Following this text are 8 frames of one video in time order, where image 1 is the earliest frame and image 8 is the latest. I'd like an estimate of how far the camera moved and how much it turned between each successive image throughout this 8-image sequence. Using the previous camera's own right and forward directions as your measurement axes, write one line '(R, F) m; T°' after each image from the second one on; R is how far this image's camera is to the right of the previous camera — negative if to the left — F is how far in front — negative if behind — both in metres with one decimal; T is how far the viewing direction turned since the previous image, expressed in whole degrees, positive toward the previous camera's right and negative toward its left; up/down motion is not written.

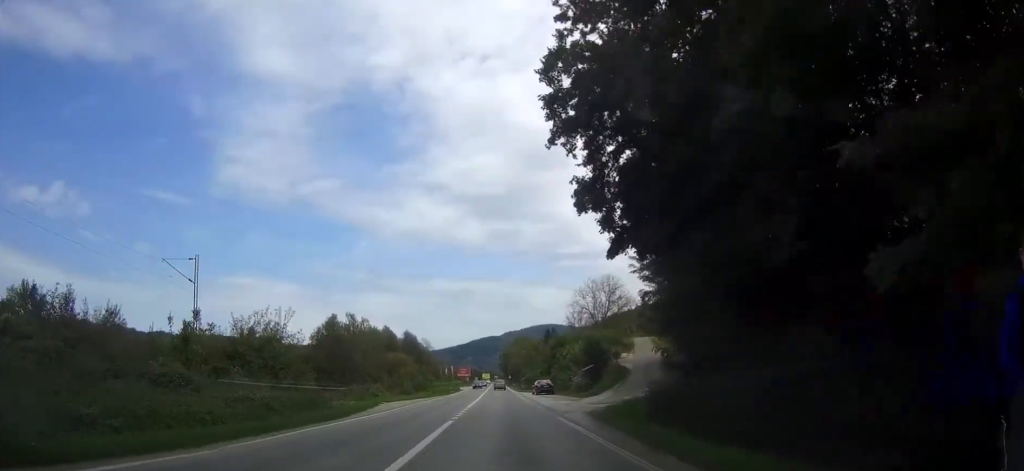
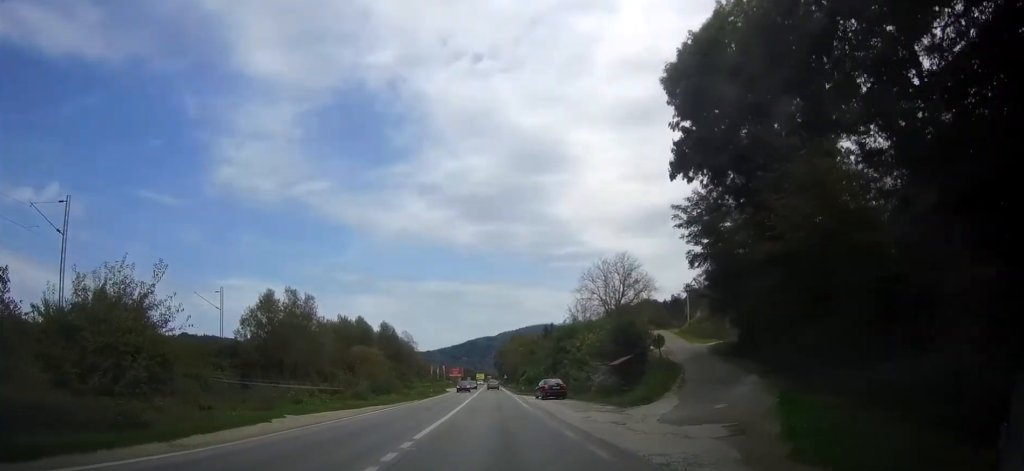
(+0.1, +18.3) m; +1°
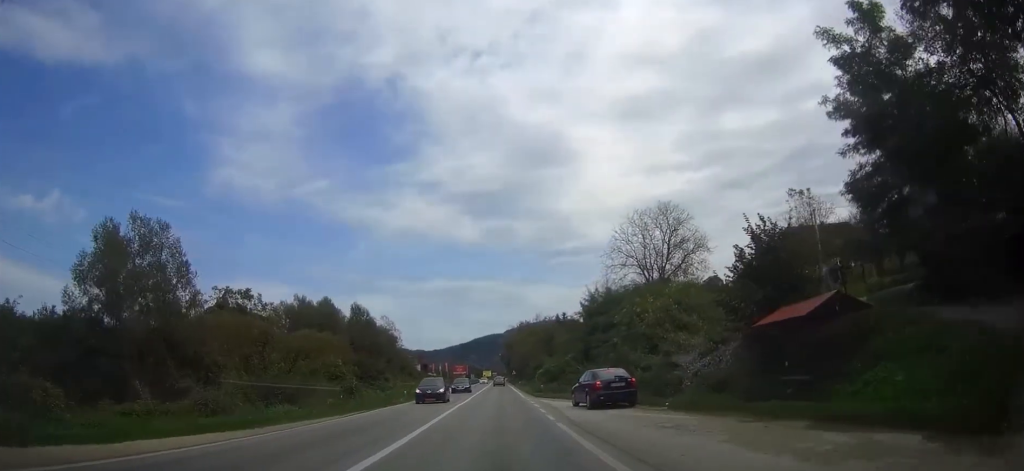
(+0.1, +24.5) m; 0°
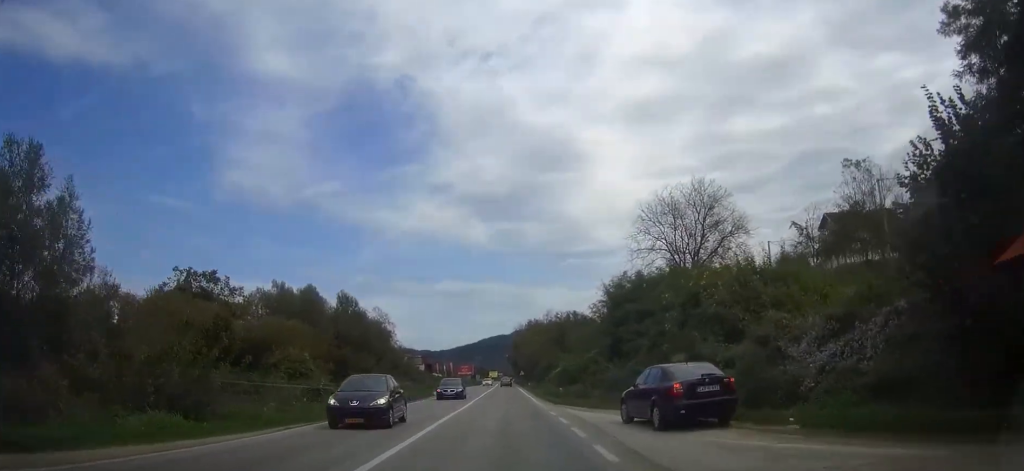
(-0.1, +10.2) m; 0°
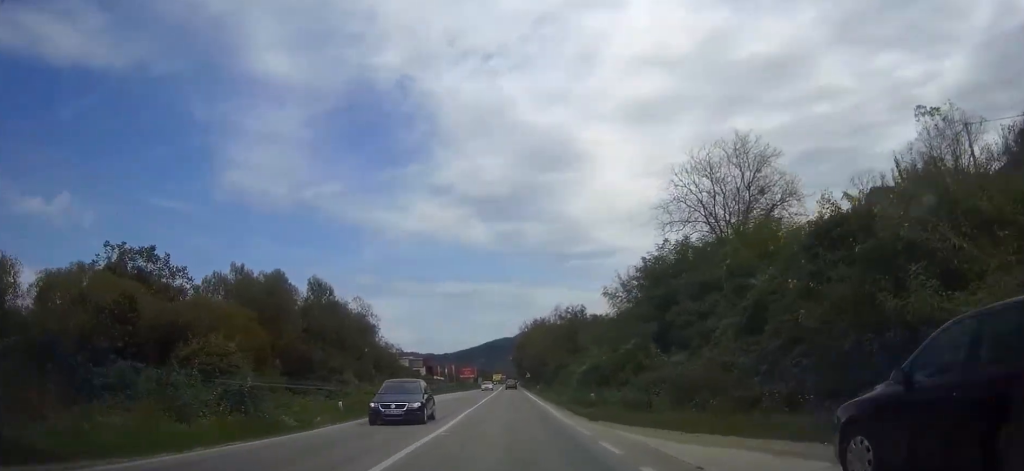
(0.0, +11.8) m; 0°
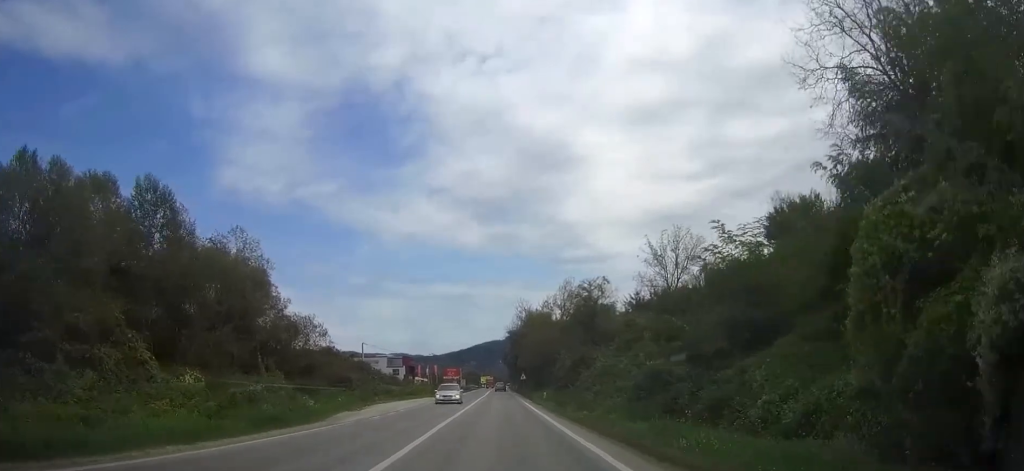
(0.0, +28.2) m; 0°
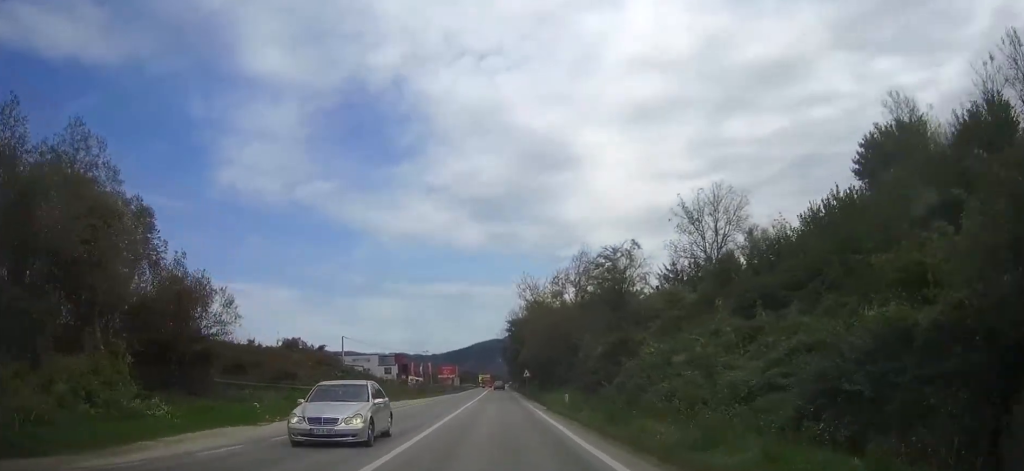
(0.0, +15.9) m; 0°
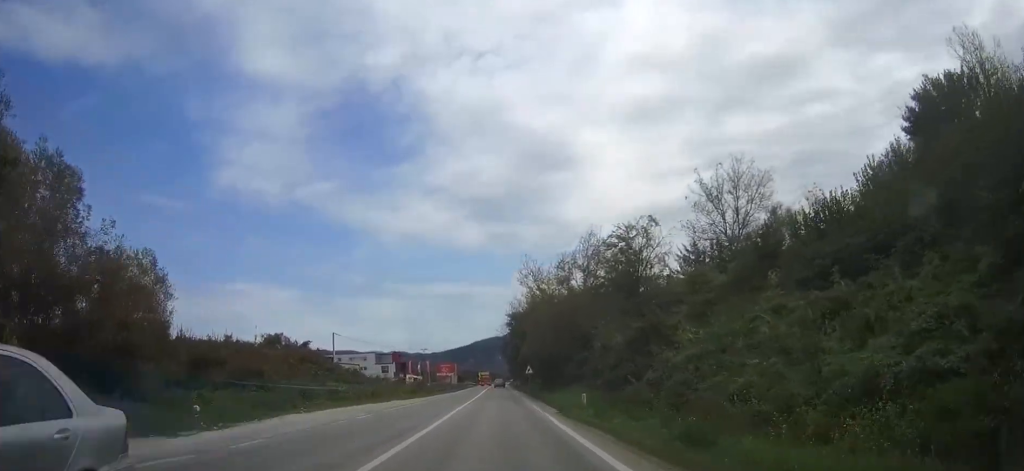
(-0.1, +6.4) m; 0°
